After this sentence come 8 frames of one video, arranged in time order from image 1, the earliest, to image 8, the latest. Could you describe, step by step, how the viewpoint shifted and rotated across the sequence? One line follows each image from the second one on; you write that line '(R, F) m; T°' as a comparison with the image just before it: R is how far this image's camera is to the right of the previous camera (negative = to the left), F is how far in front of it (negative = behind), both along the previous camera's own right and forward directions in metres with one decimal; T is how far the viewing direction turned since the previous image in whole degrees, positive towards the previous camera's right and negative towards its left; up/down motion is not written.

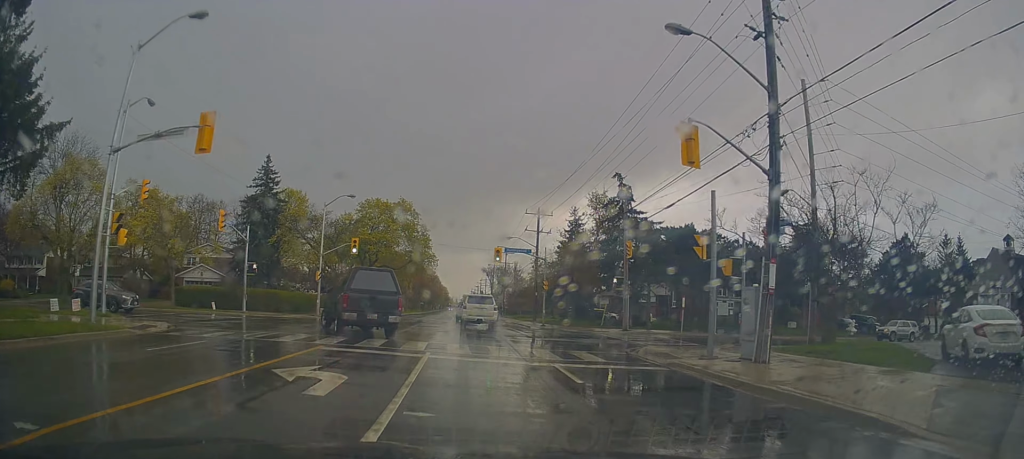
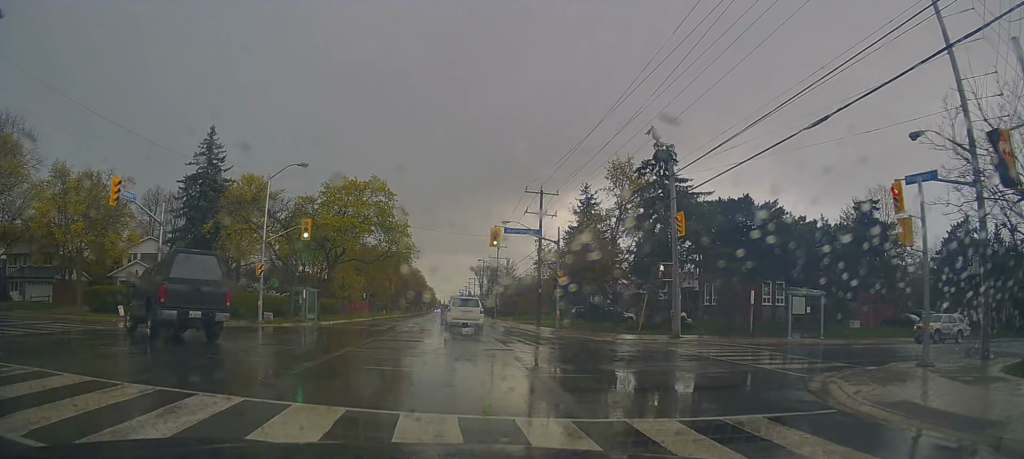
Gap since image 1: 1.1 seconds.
(+0.1, +12.1) m; +1°
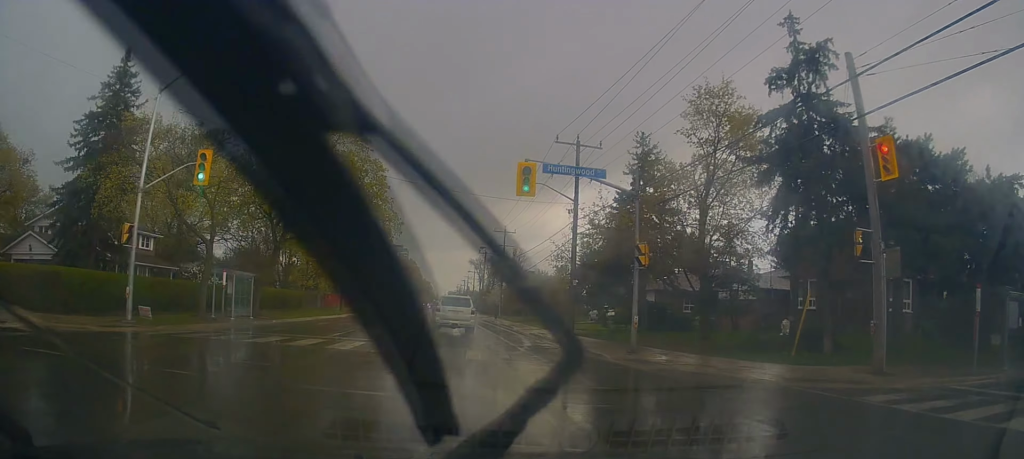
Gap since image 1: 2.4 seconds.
(0.0, +15.0) m; -1°
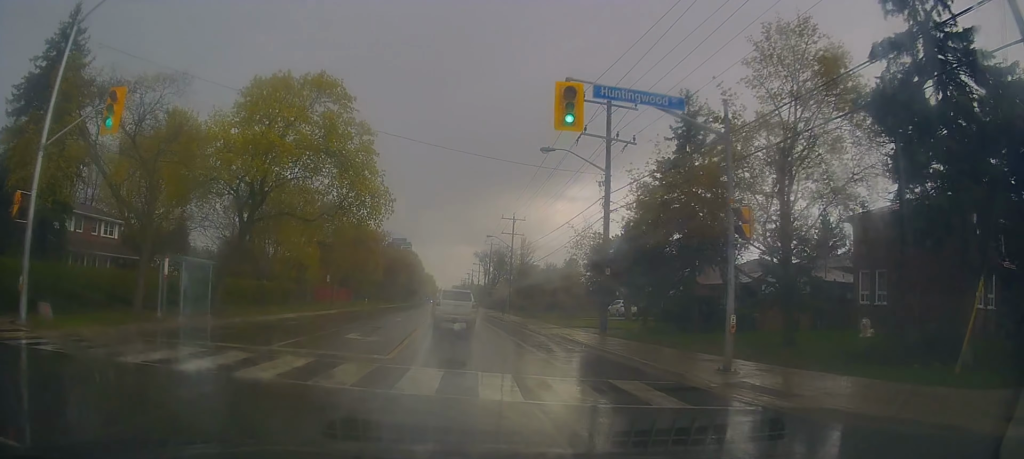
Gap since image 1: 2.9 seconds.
(+0.1, +6.4) m; -1°
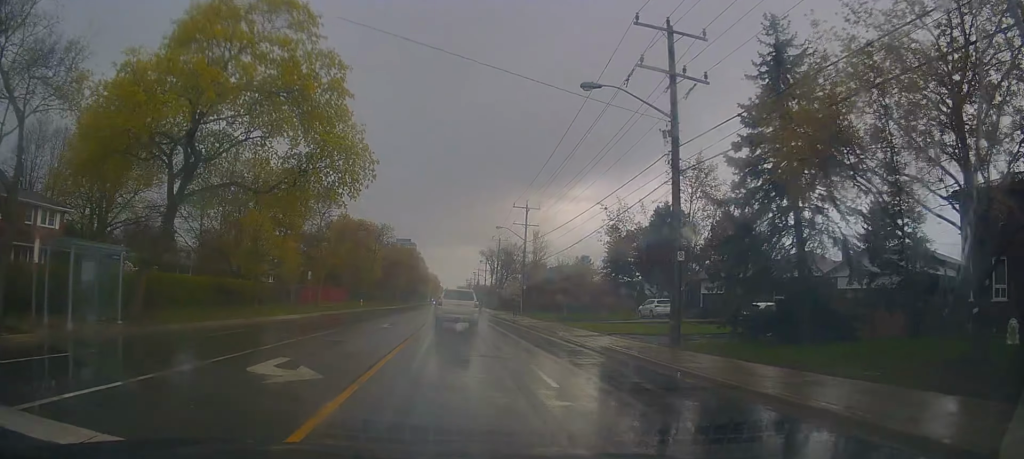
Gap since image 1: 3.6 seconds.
(-0.3, +8.7) m; +1°
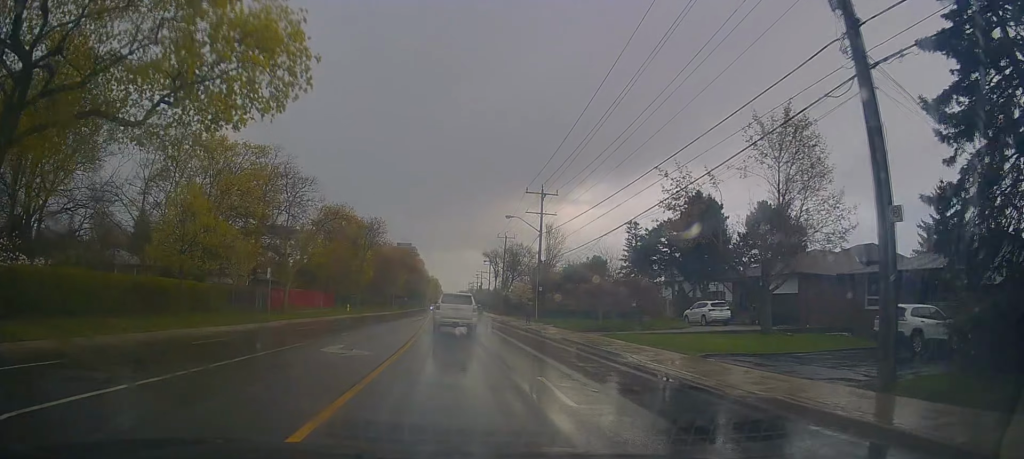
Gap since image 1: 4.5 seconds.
(+0.3, +10.4) m; +1°
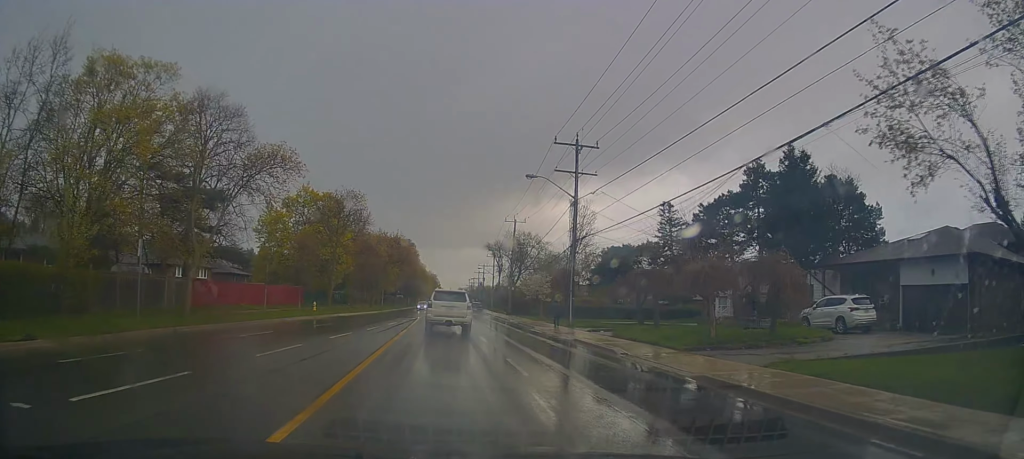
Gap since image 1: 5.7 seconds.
(+0.1, +15.7) m; -2°
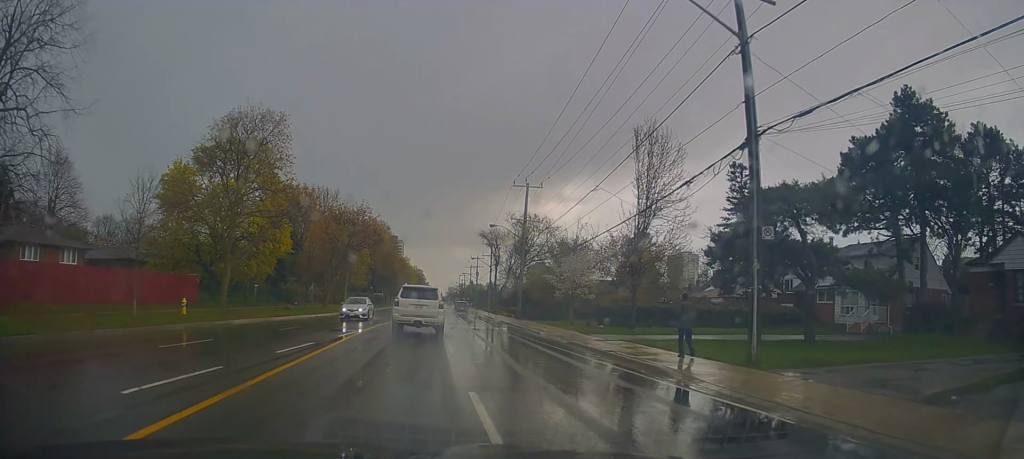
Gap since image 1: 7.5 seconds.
(+0.2, +23.3) m; +3°
